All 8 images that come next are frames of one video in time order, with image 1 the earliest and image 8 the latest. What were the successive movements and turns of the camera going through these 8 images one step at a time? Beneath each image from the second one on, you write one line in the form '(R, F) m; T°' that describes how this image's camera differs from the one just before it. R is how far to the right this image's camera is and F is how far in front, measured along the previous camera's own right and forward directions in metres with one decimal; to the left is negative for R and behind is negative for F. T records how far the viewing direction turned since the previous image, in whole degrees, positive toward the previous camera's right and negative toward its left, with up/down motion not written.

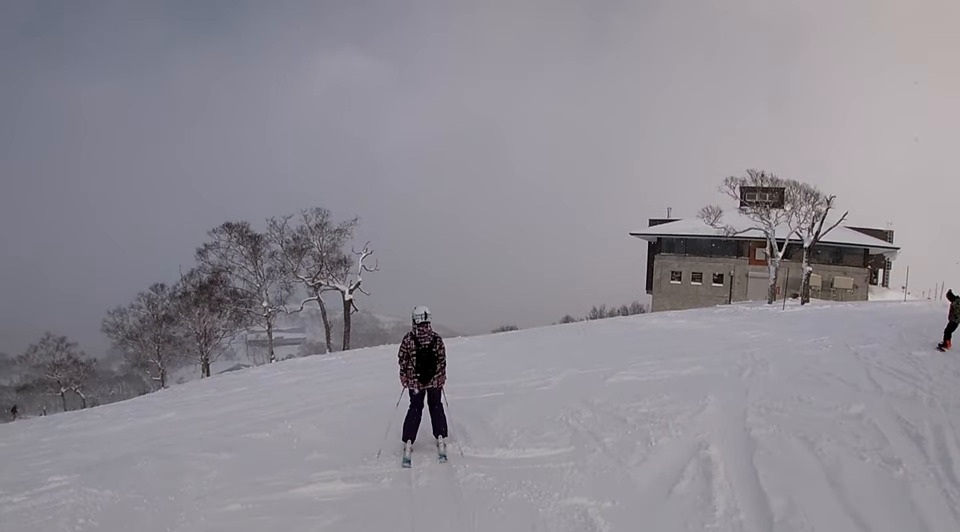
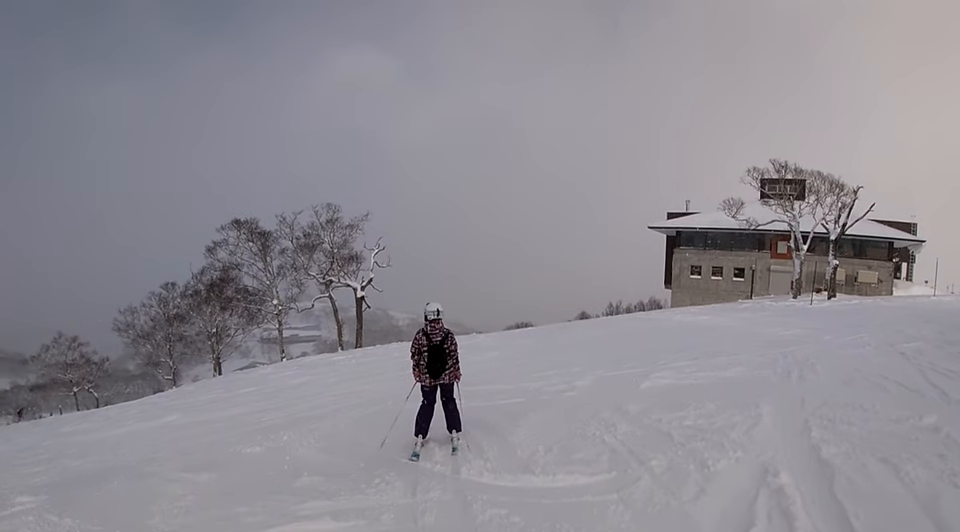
(+0.4, +0.9) m; +1°
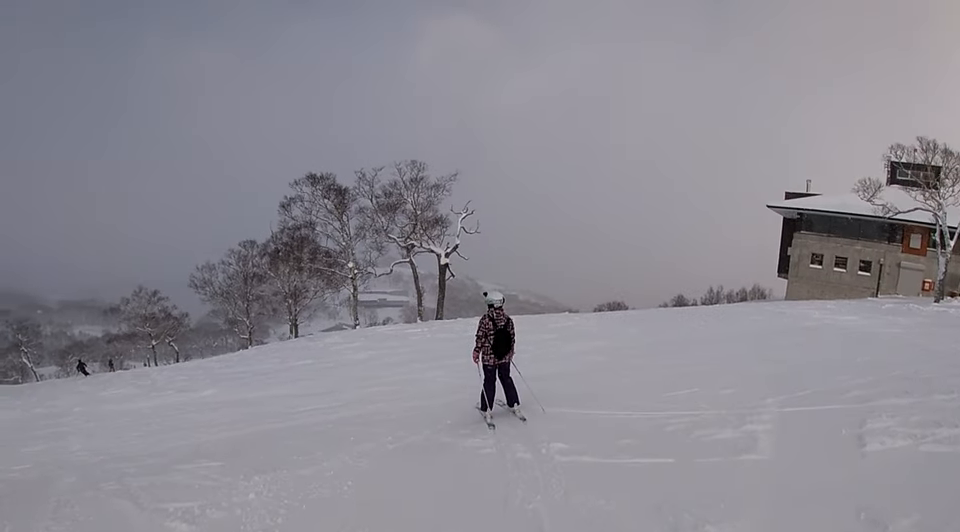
(-1.0, +3.9) m; -21°
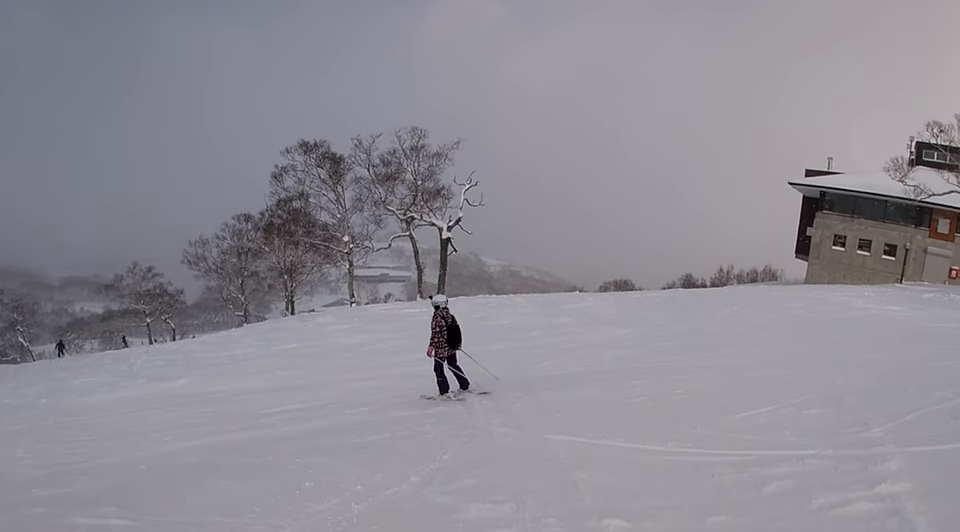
(-0.1, +2.4) m; -8°
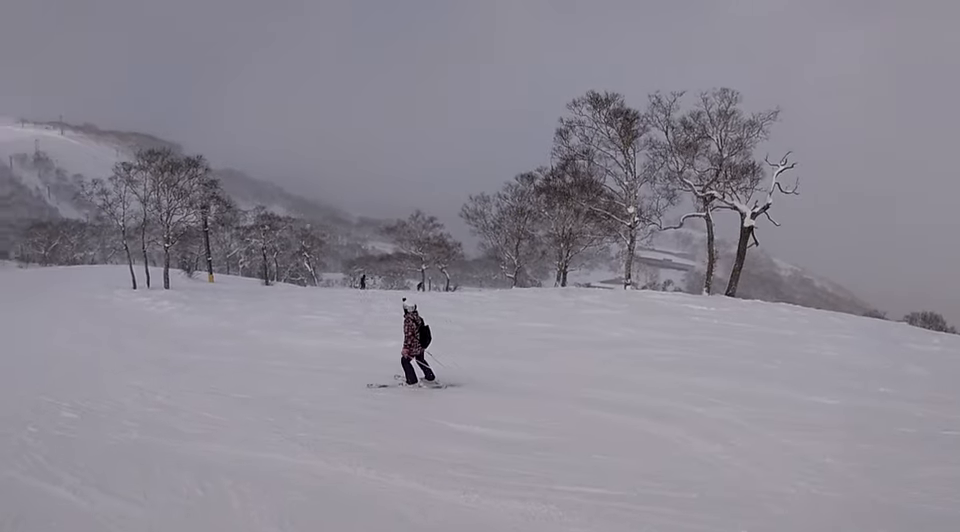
(-1.1, +4.3) m; -33°
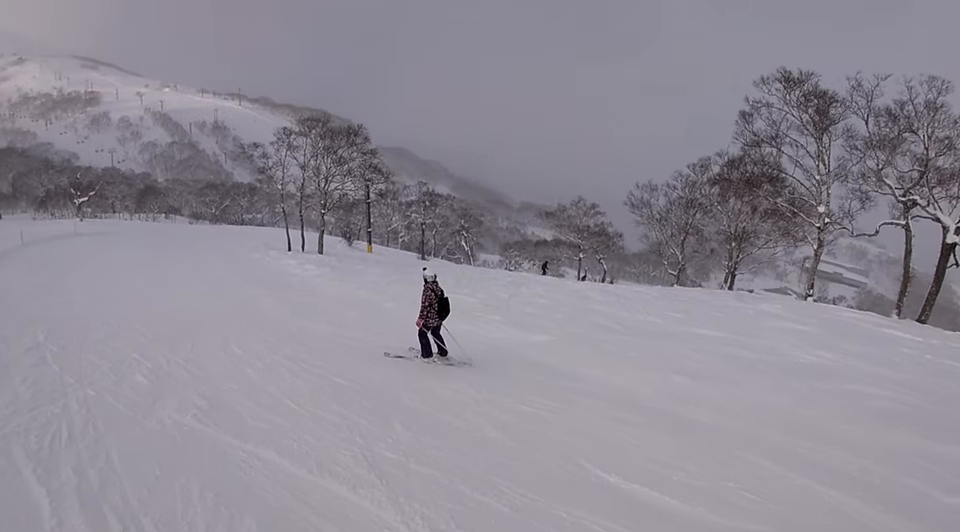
(-0.3, +1.9) m; -16°
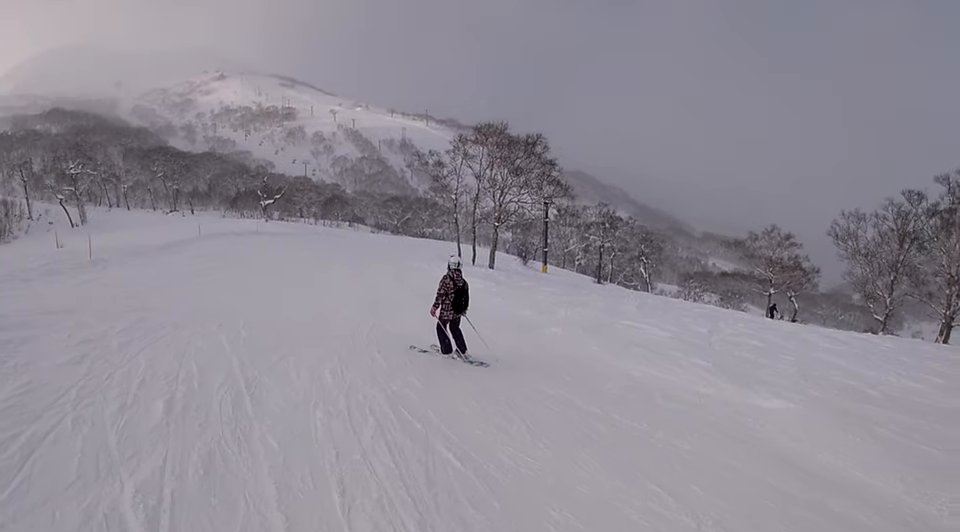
(-0.2, +2.6) m; -21°
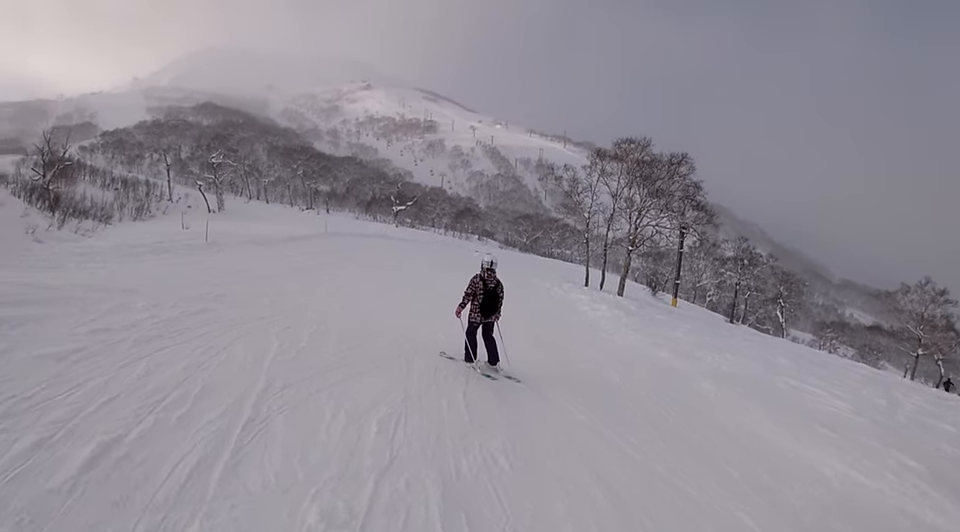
(-0.6, +2.2) m; -8°
